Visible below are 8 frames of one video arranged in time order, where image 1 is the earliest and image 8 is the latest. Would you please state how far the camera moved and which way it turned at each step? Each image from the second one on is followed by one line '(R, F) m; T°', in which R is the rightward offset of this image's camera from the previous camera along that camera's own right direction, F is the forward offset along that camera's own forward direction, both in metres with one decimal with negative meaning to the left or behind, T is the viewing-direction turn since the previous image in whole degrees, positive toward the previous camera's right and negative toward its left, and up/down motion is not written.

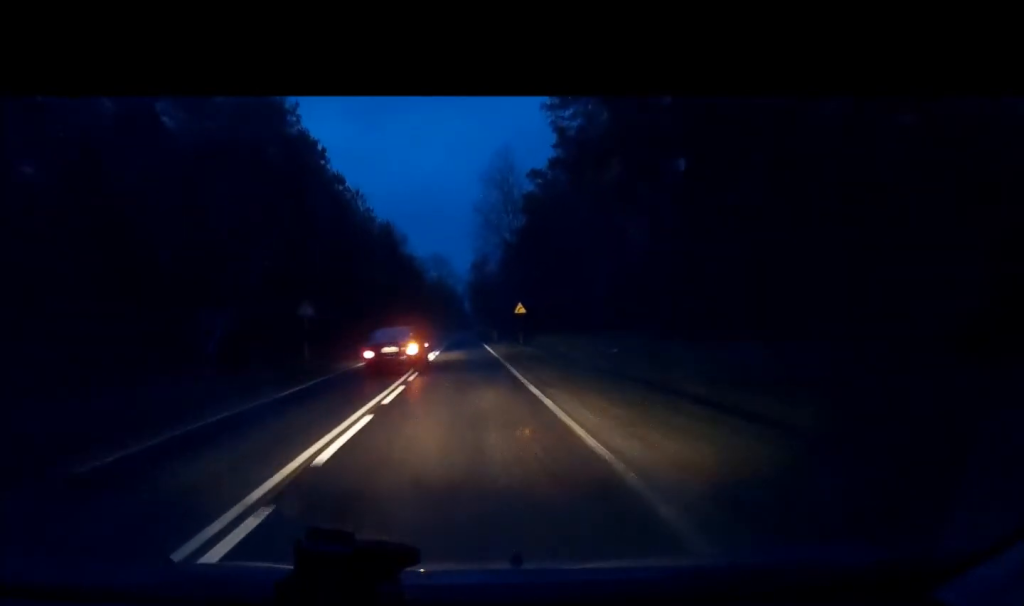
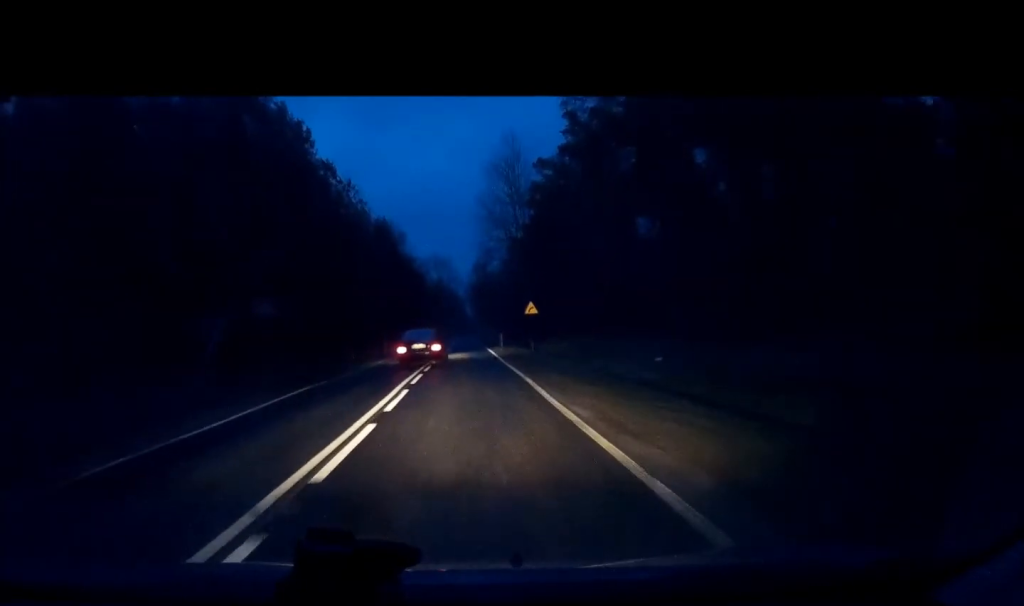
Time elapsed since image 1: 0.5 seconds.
(+0.3, +7.2) m; +2°
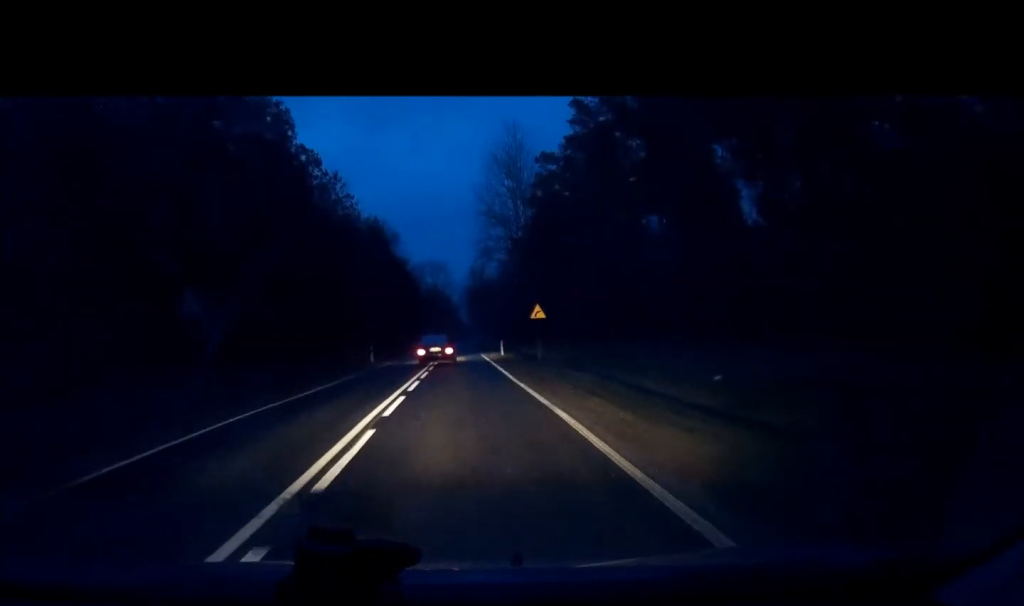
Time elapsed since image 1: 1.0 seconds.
(+0.1, +7.5) m; +2°
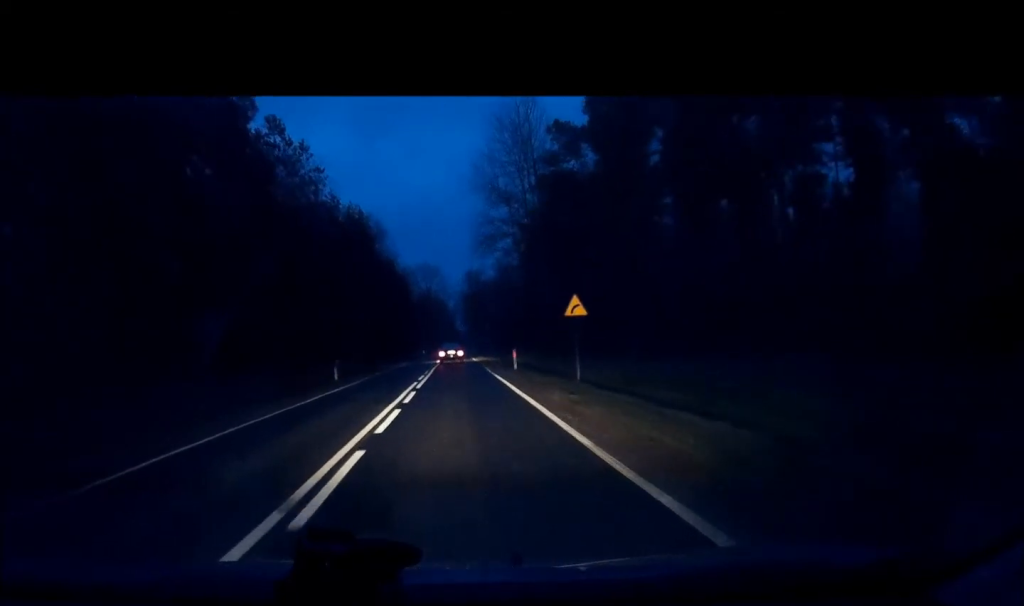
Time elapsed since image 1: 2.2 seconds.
(+0.5, +14.5) m; 0°
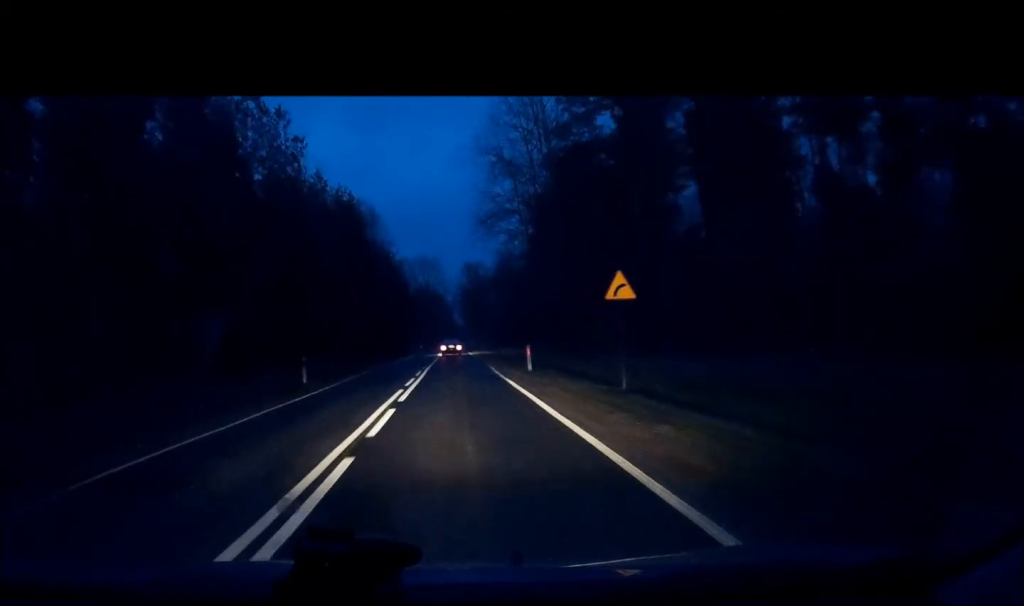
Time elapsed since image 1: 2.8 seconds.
(-0.4, +7.4) m; -1°
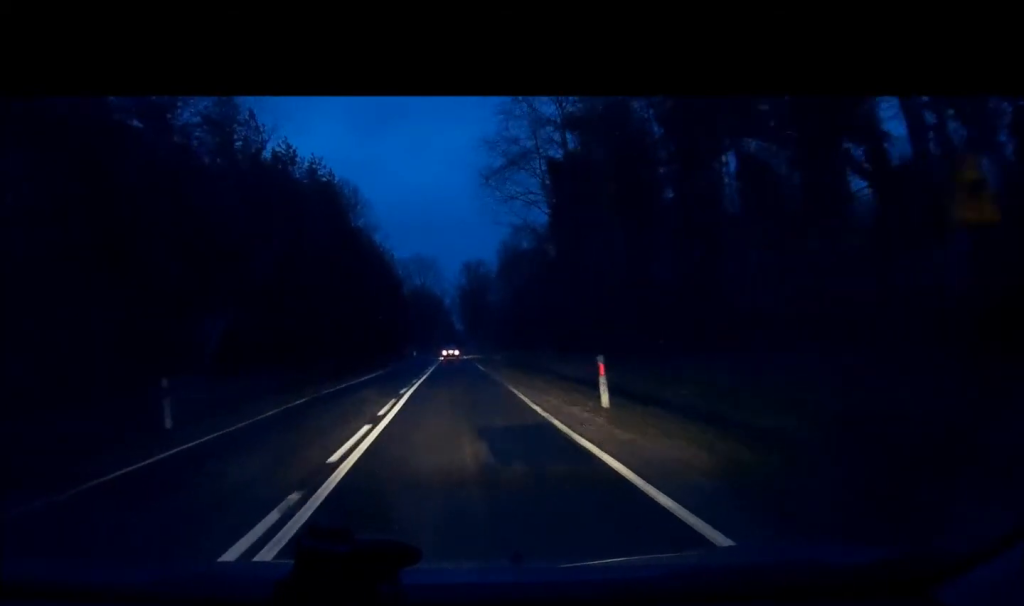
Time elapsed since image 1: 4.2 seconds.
(+0.1, +14.6) m; -1°
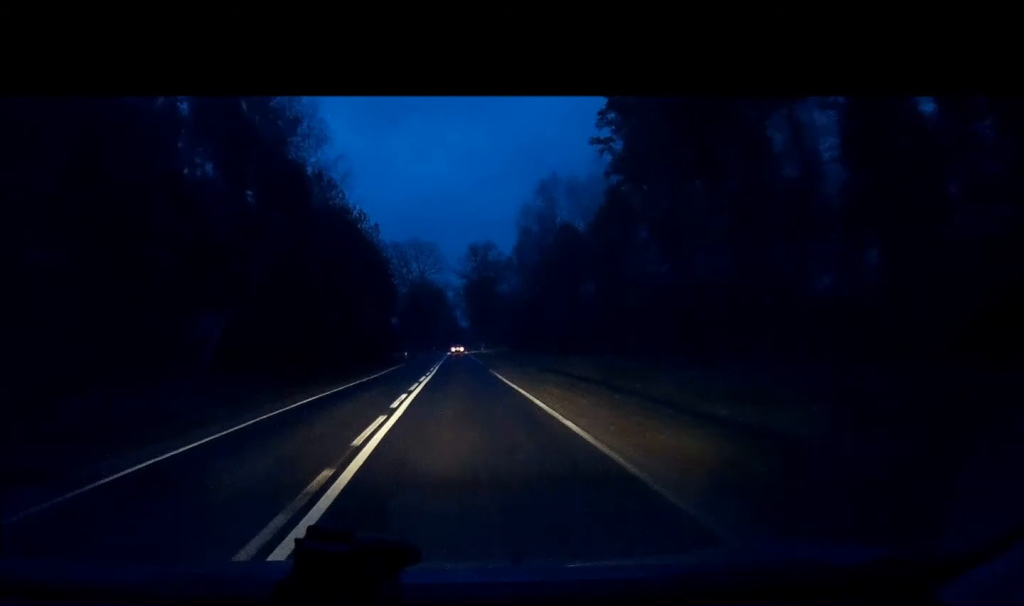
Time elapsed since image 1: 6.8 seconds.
(+1.0, +30.2) m; +1°
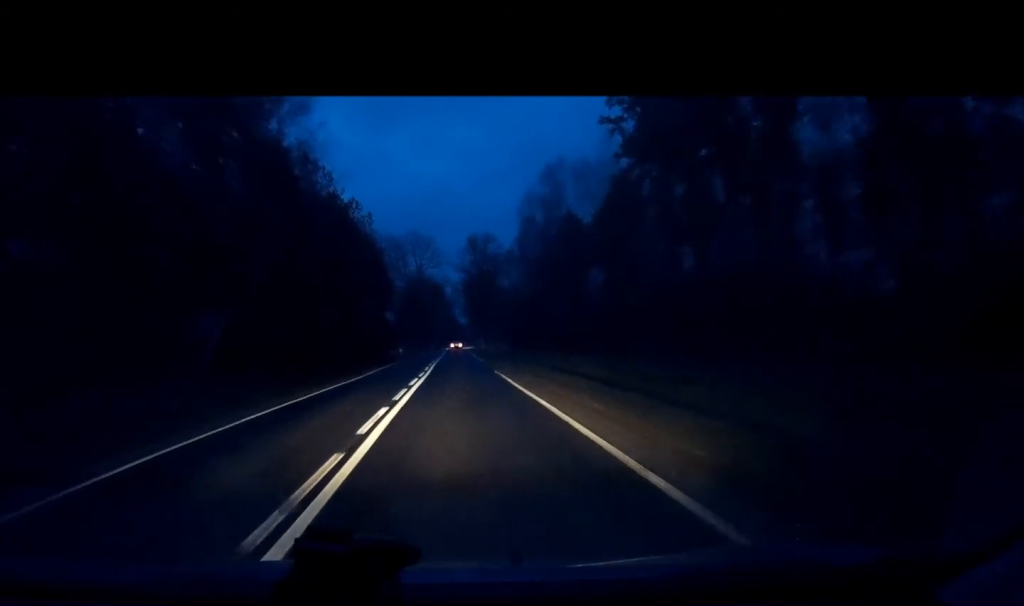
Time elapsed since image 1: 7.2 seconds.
(0.0, +5.3) m; -2°
